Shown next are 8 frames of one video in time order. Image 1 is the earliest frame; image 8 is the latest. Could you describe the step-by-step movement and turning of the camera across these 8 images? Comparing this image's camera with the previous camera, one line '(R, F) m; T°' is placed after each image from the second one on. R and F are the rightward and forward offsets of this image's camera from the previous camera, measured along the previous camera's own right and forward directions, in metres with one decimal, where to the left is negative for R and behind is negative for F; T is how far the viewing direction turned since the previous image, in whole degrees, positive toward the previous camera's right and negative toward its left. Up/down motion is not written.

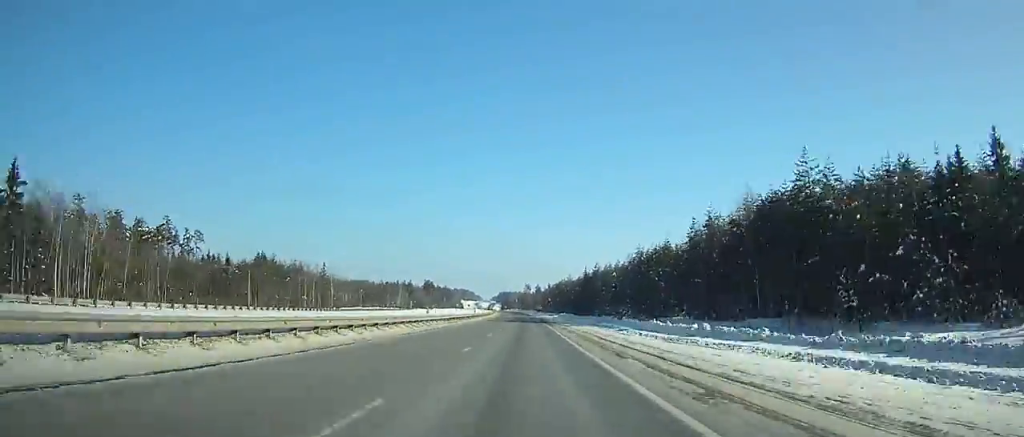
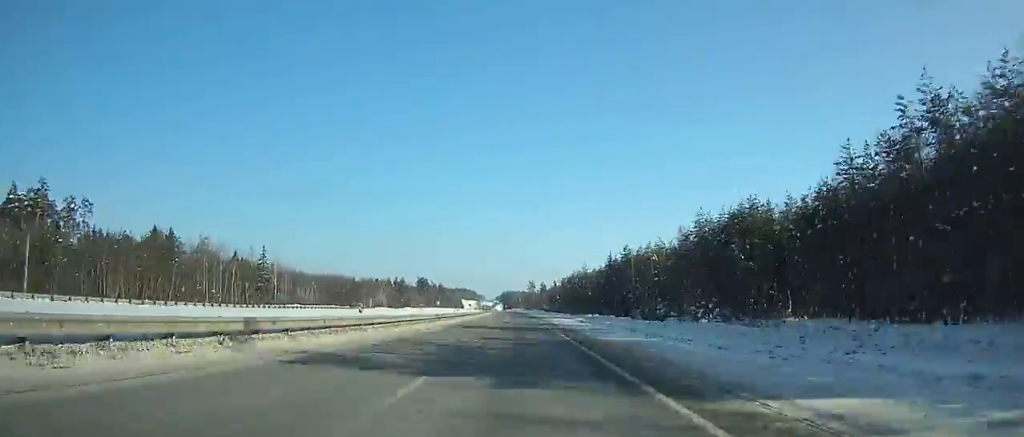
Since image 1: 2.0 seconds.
(+0.5, +57.6) m; 0°
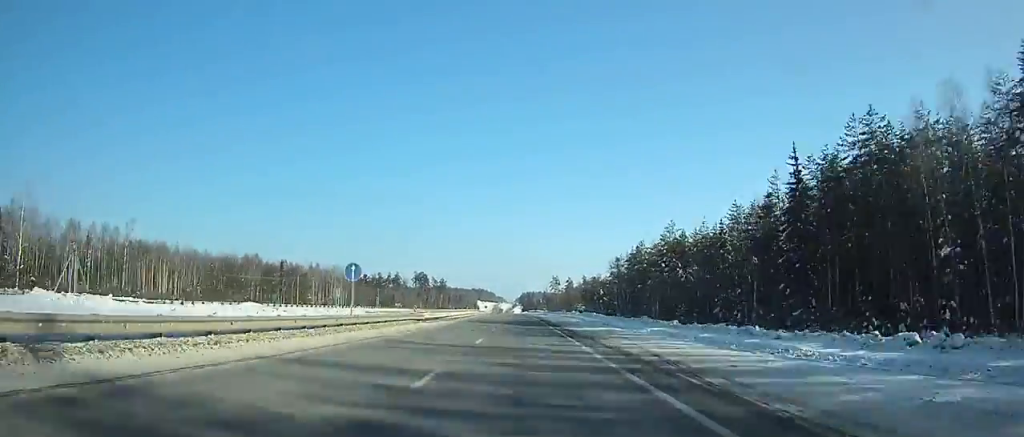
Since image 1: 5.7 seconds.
(-2.1, +107.3) m; -2°
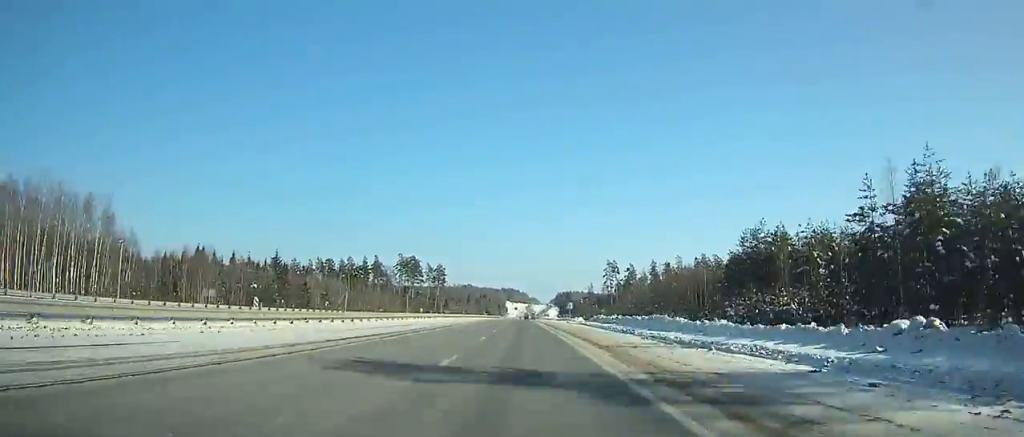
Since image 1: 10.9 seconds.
(-3.5, +151.6) m; -3°
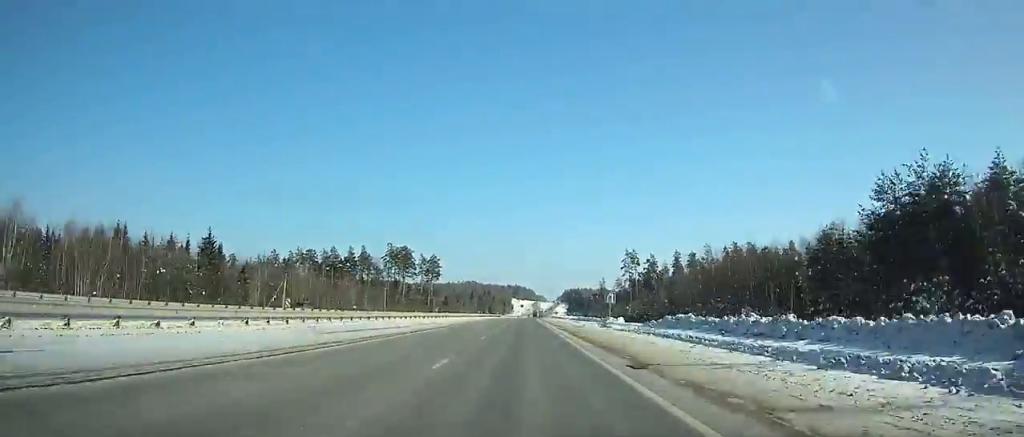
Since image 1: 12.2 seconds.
(-0.6, +37.9) m; 0°
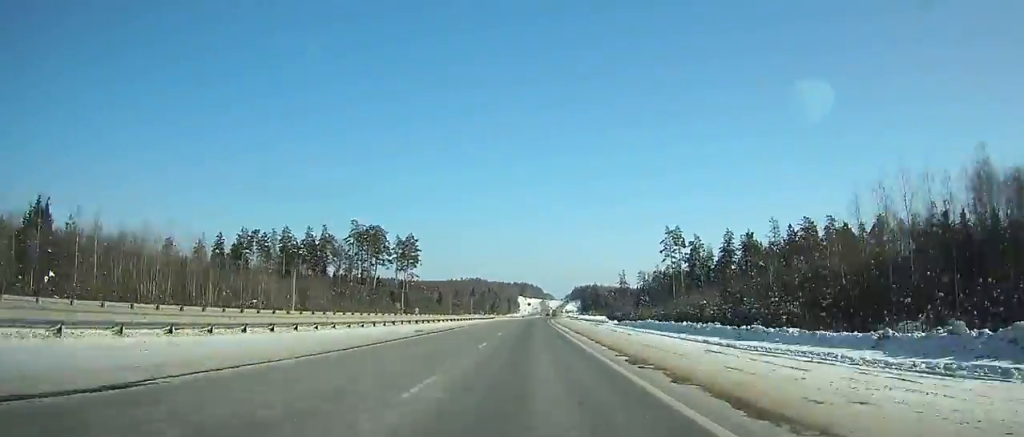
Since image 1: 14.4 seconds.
(-0.6, +64.0) m; 0°
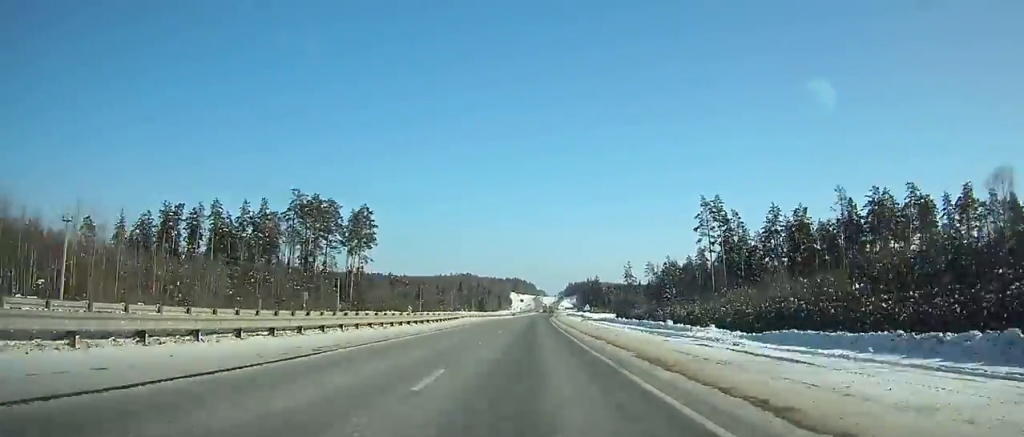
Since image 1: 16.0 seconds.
(0.0, +46.3) m; 0°
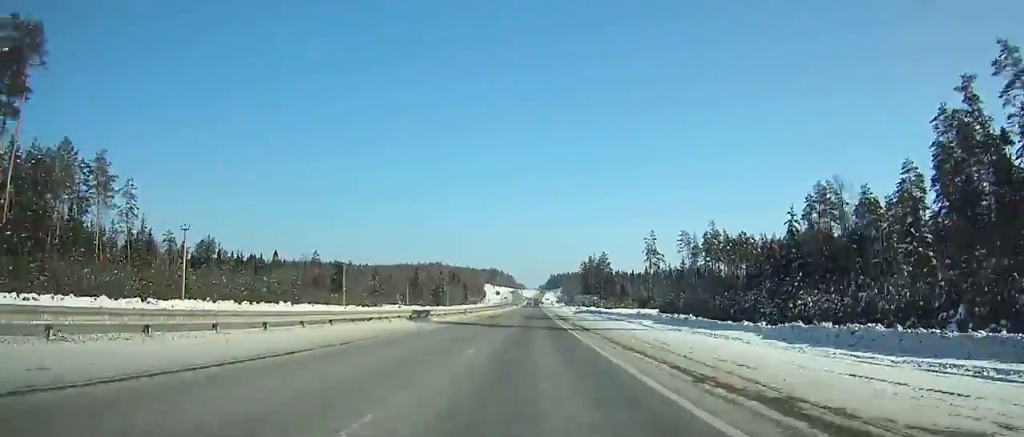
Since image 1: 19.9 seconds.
(+1.2, +112.1) m; +2°
